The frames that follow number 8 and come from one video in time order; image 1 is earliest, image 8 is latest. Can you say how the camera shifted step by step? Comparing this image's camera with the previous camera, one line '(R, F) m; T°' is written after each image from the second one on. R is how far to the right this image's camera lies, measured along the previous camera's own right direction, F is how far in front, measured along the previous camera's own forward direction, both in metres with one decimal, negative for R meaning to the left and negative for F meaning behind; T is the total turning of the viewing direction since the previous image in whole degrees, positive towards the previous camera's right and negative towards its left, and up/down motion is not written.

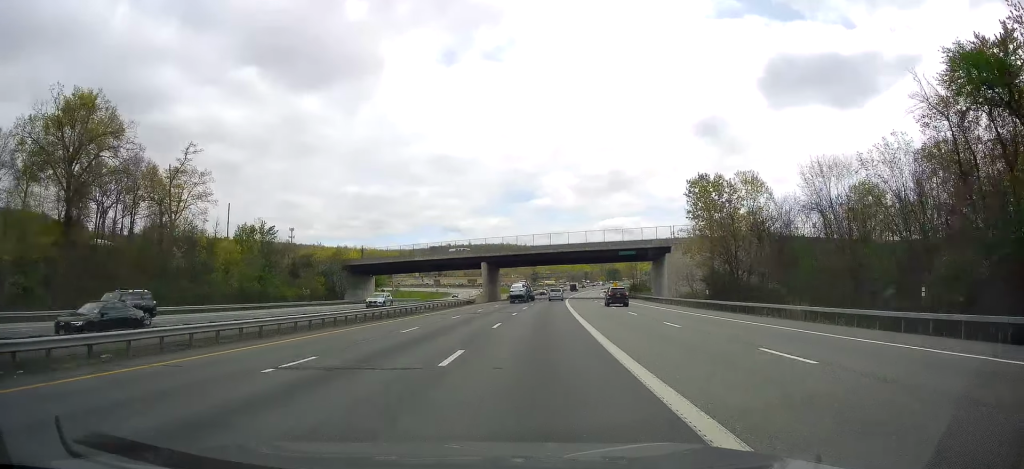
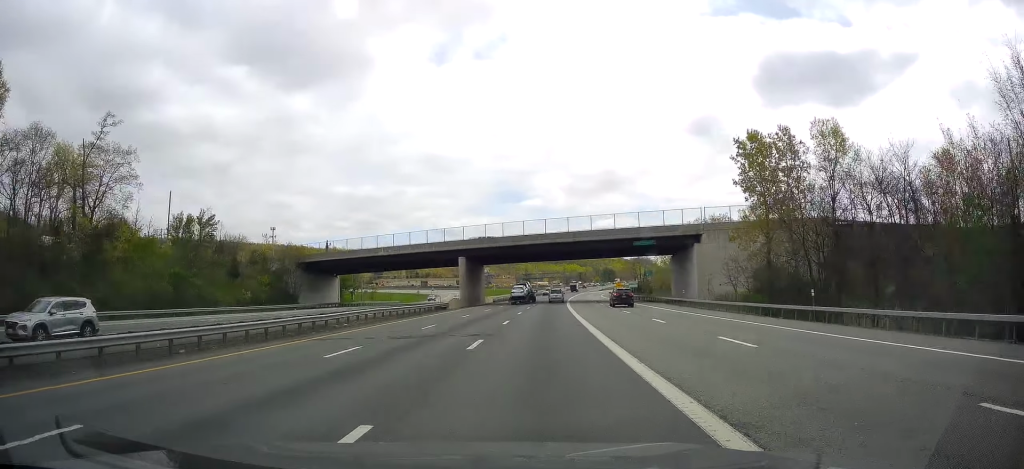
(-0.1, +20.7) m; 0°
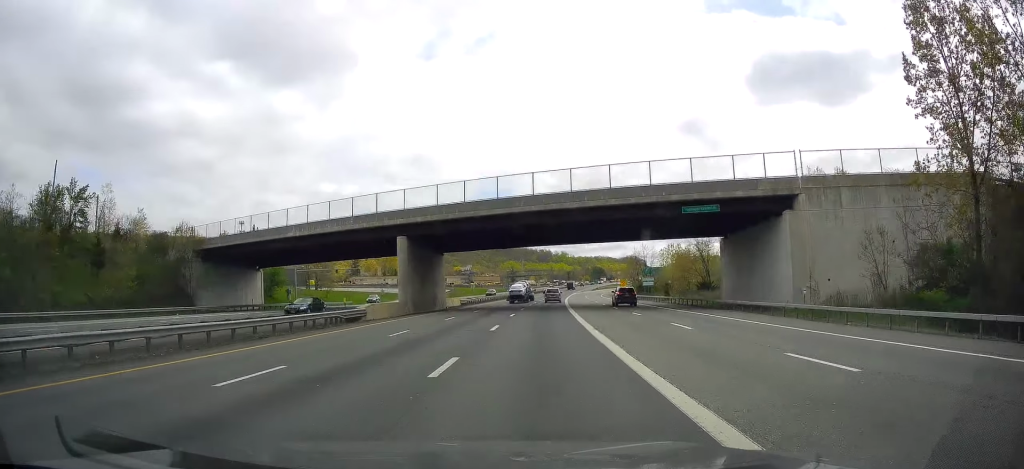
(-0.3, +29.6) m; 0°
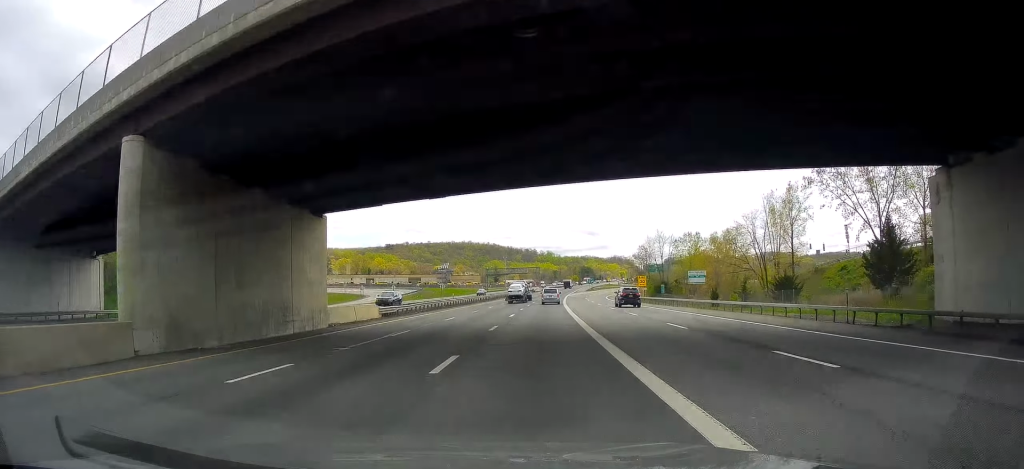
(+0.8, +35.4) m; +2°
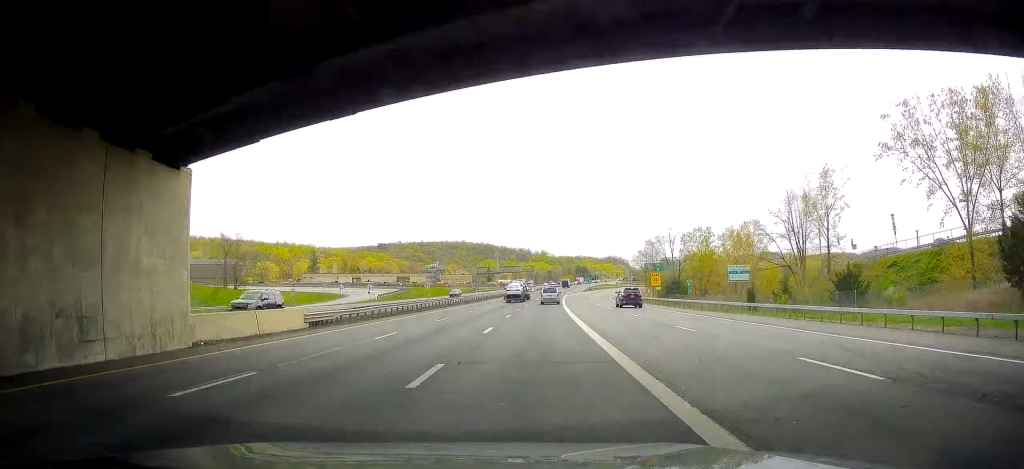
(+0.2, +13.8) m; 0°
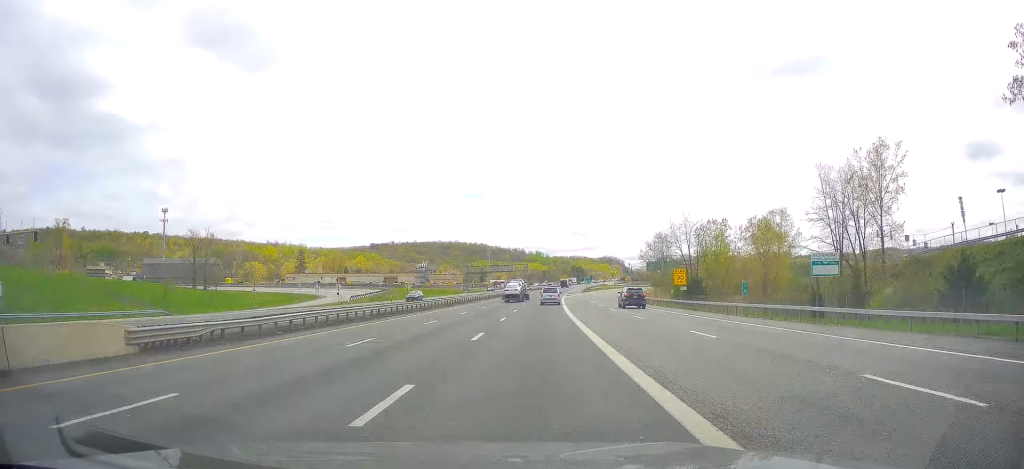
(-0.3, +14.8) m; 0°
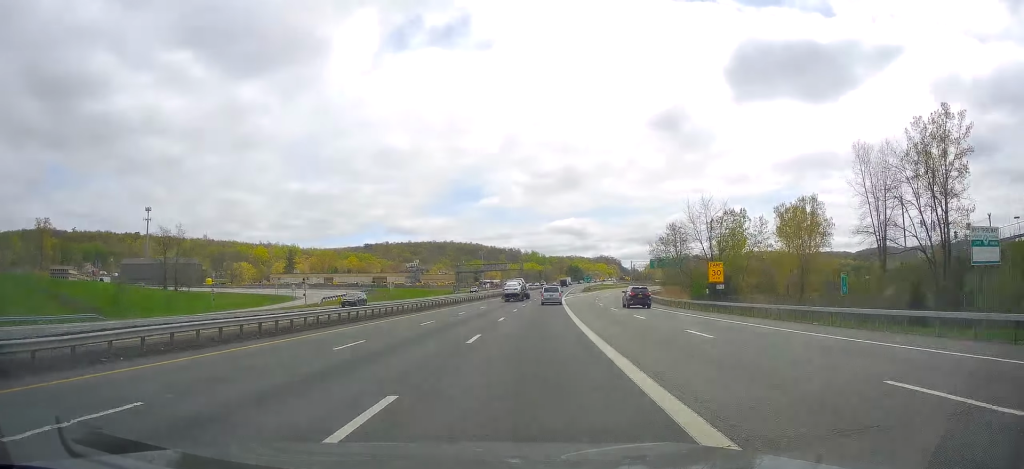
(-0.2, +12.8) m; 0°
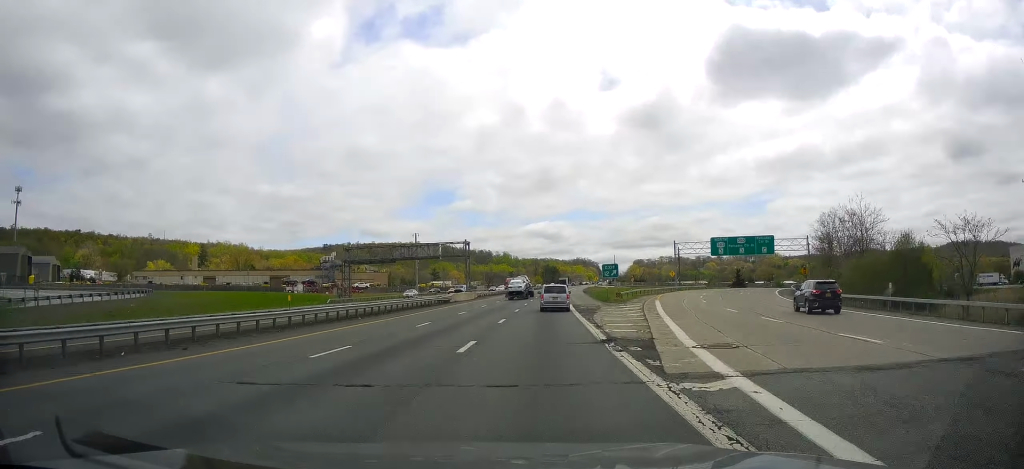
(+3.6, +86.5) m; +4°
